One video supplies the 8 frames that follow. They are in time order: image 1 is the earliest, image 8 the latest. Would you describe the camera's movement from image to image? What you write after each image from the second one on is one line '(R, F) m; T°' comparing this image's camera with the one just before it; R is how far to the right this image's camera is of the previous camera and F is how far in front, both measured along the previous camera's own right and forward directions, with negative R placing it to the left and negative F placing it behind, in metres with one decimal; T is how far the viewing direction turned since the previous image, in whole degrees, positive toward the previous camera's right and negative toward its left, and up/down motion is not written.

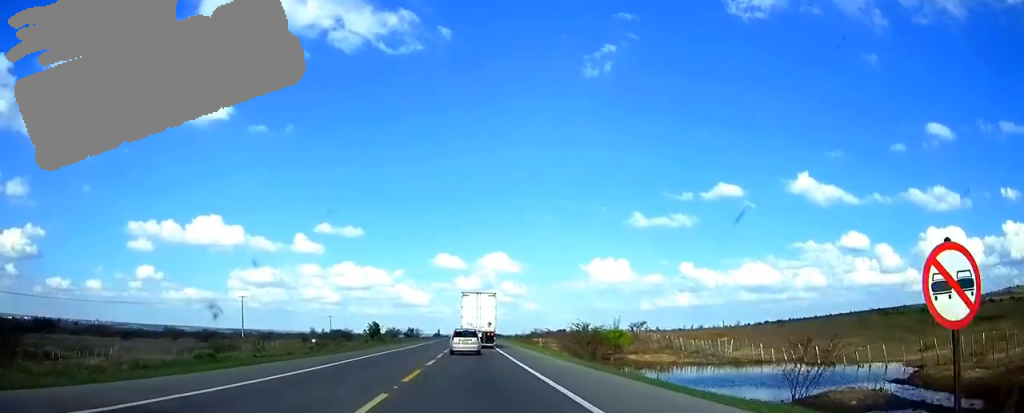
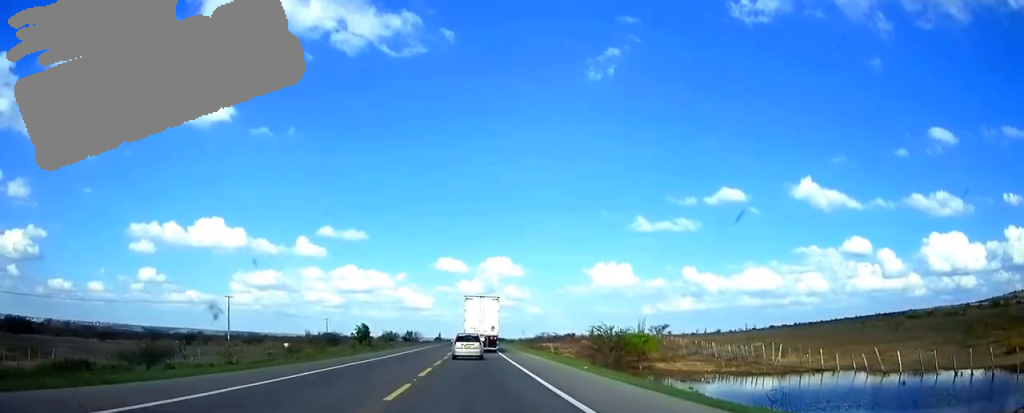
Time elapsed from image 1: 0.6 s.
(0.0, +12.2) m; 0°
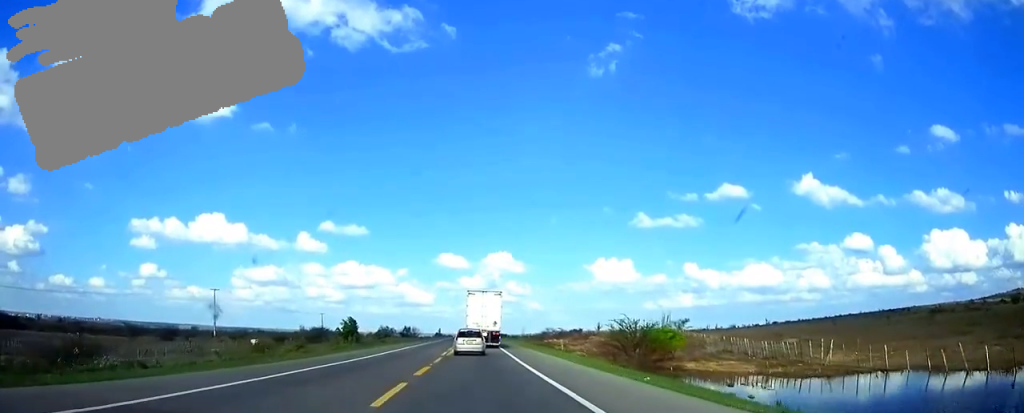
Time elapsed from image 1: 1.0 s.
(0.0, +10.0) m; 0°
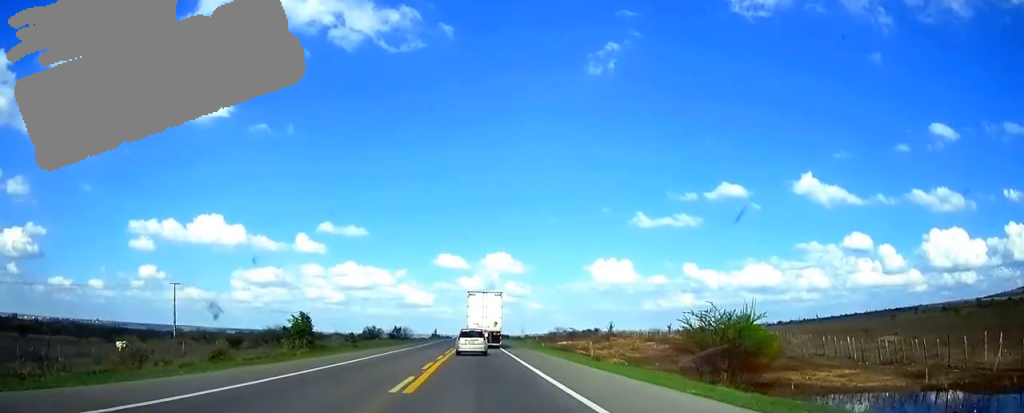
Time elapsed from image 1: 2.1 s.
(-0.1, +21.9) m; 0°
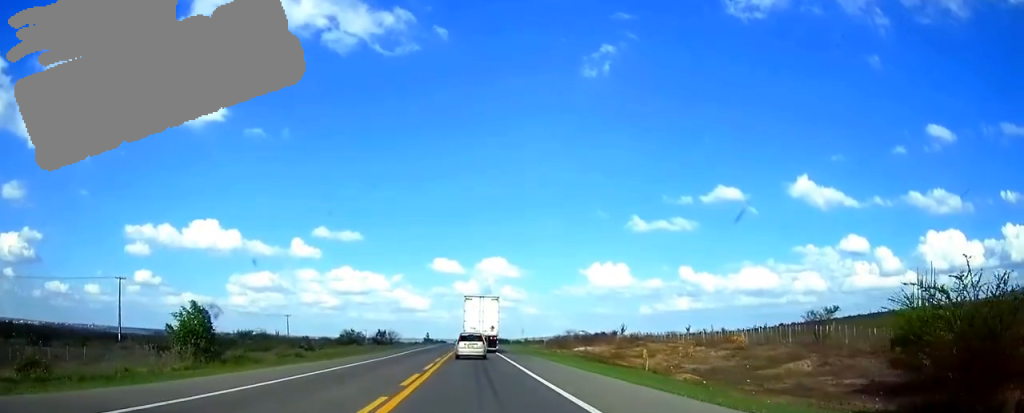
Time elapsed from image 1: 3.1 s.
(0.0, +21.7) m; 0°
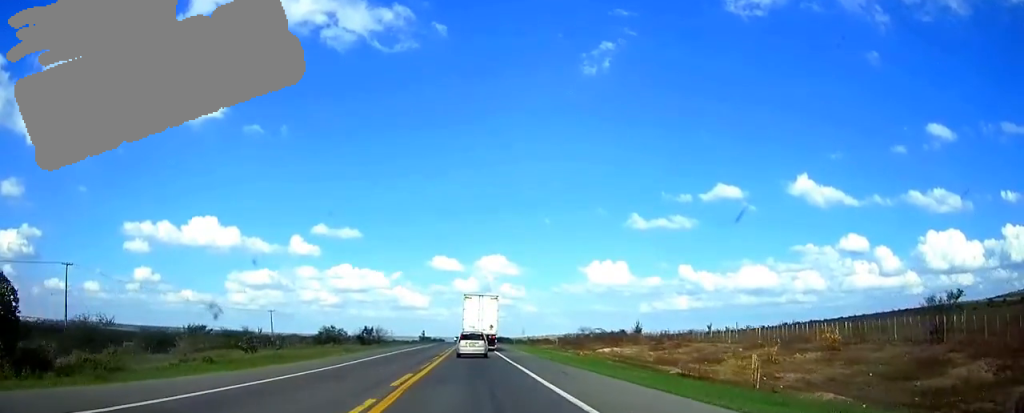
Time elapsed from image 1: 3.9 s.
(+0.1, +17.5) m; 0°
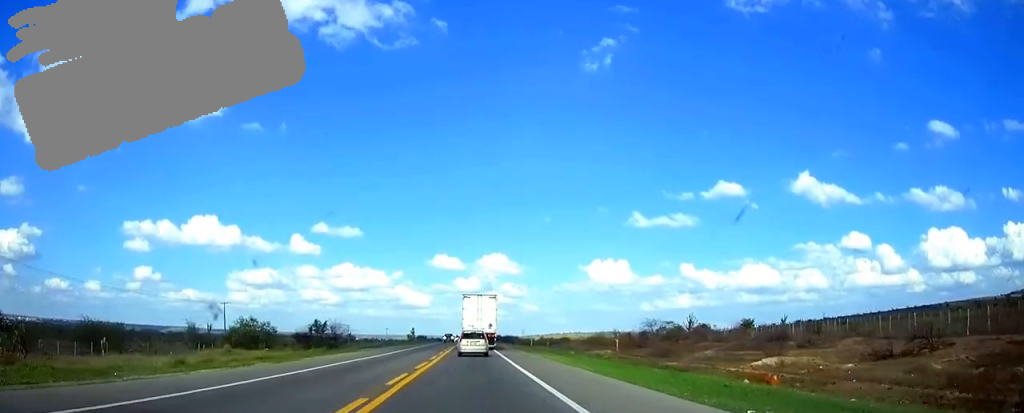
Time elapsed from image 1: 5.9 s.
(-0.1, +41.3) m; 0°
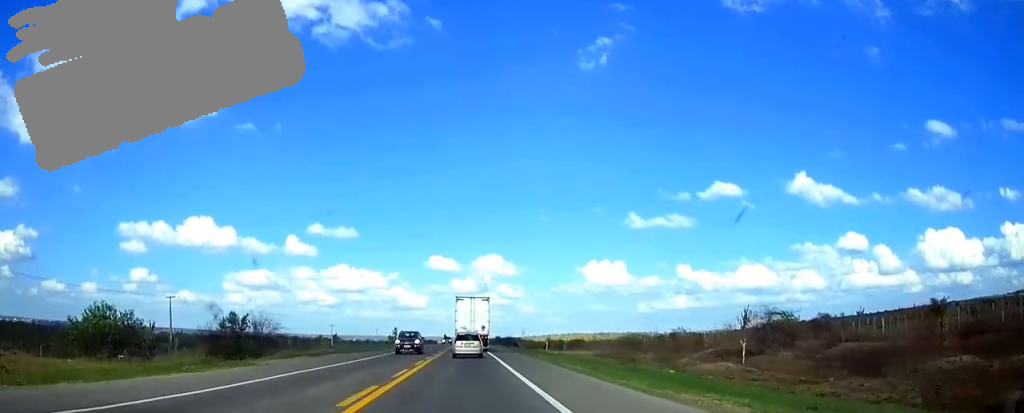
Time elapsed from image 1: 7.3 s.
(+0.1, +29.3) m; 0°
